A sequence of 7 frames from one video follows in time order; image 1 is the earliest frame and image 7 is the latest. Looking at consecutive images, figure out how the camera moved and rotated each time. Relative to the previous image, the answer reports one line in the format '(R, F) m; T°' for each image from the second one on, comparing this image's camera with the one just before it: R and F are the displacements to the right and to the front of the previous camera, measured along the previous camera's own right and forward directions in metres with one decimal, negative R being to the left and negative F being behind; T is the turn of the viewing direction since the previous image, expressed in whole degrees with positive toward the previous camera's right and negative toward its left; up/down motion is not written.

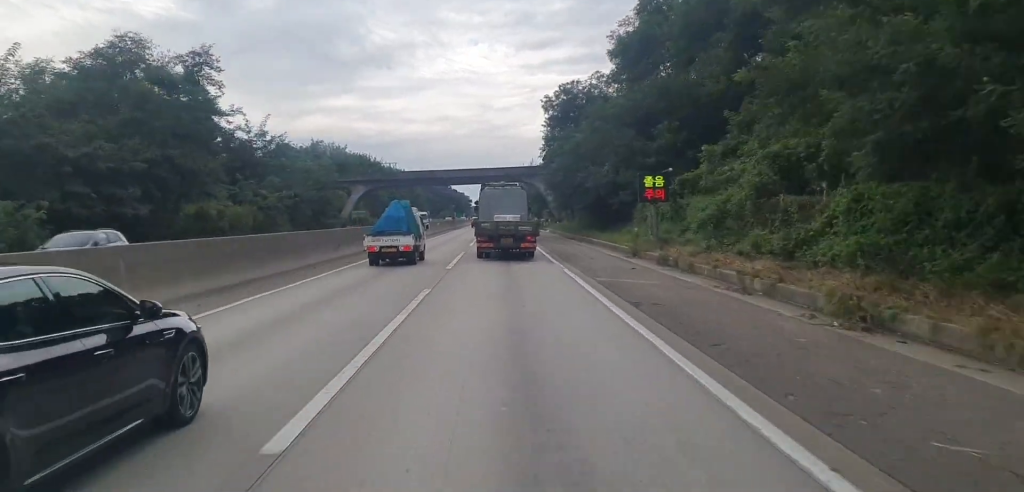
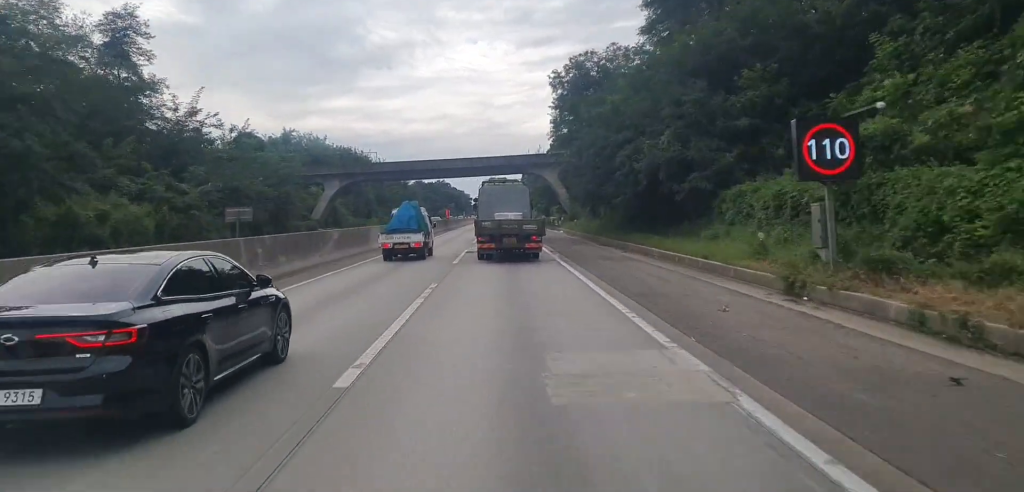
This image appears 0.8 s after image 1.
(-0.2, +17.5) m; -1°
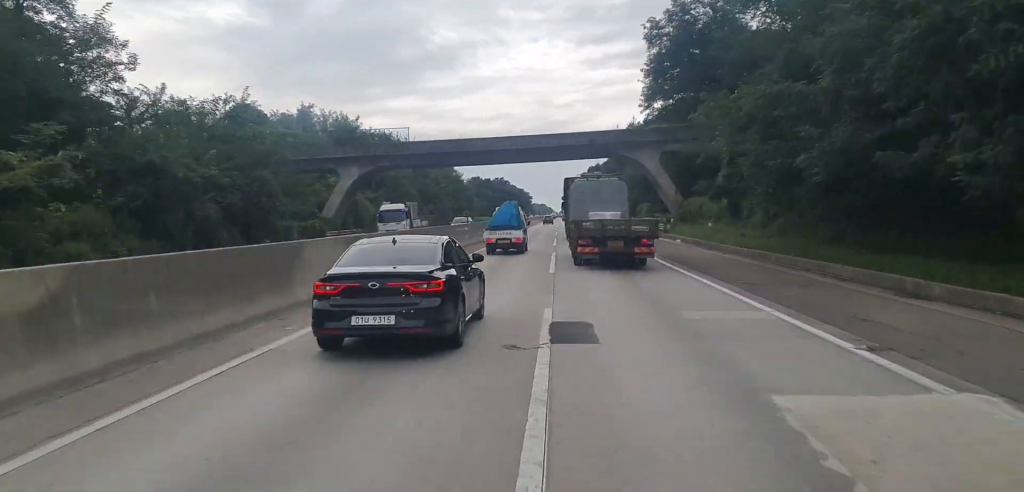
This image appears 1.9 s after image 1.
(-0.2, +20.5) m; -1°
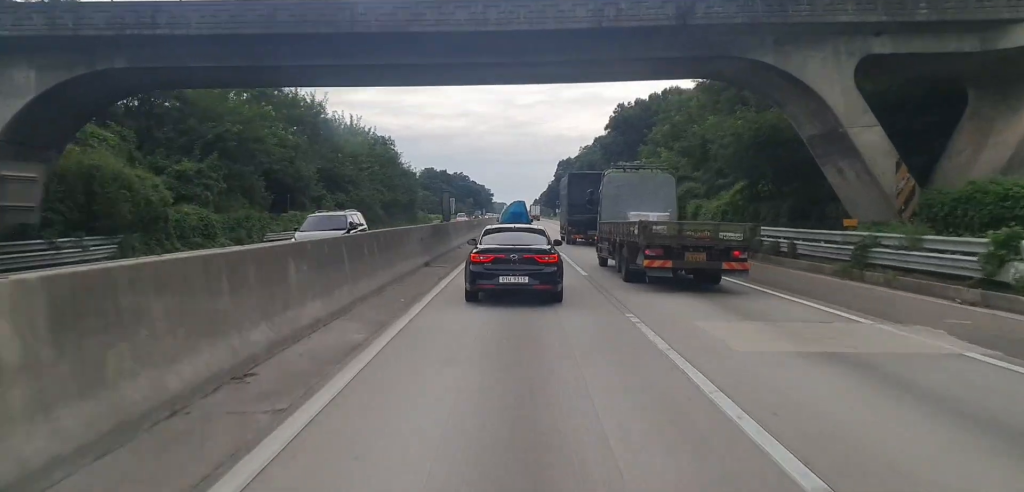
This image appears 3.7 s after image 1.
(-0.3, +37.0) m; +1°
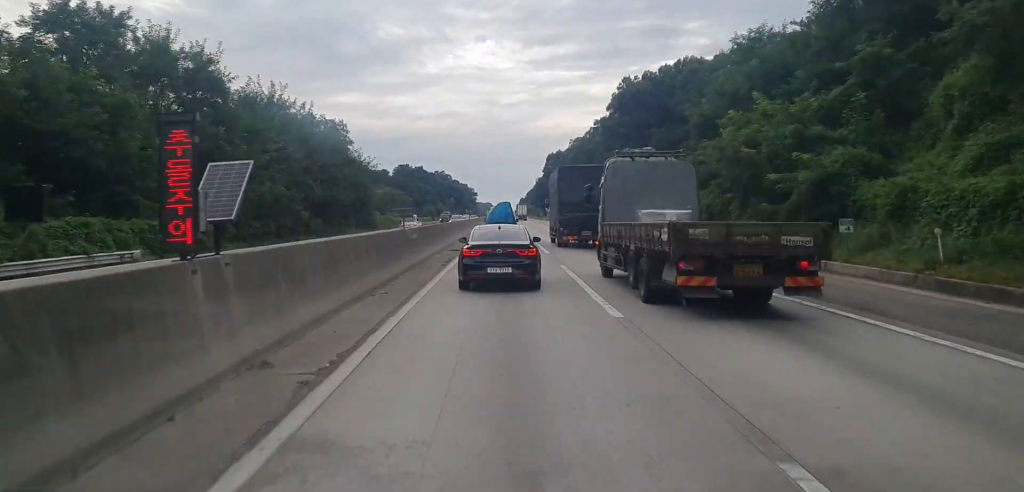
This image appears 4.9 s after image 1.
(+0.5, +27.7) m; +2°
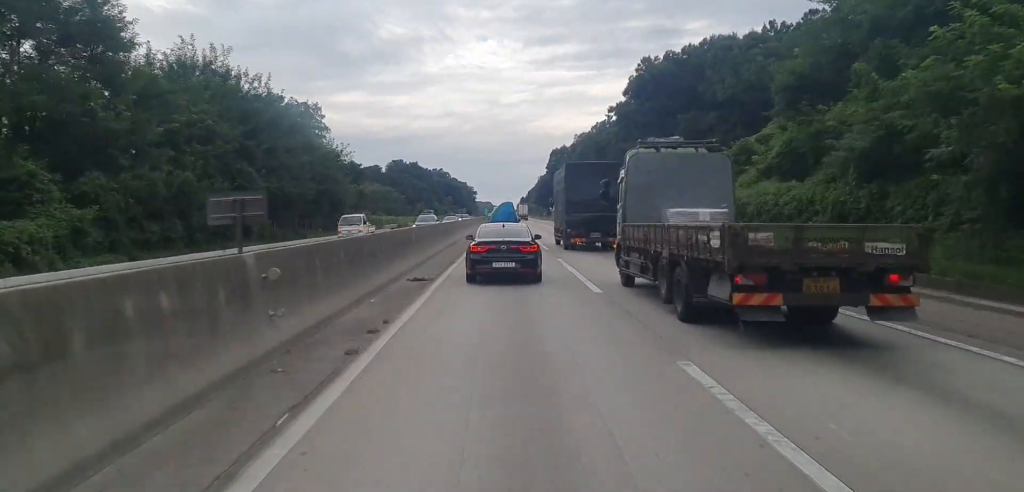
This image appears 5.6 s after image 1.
(+0.2, +16.8) m; 0°
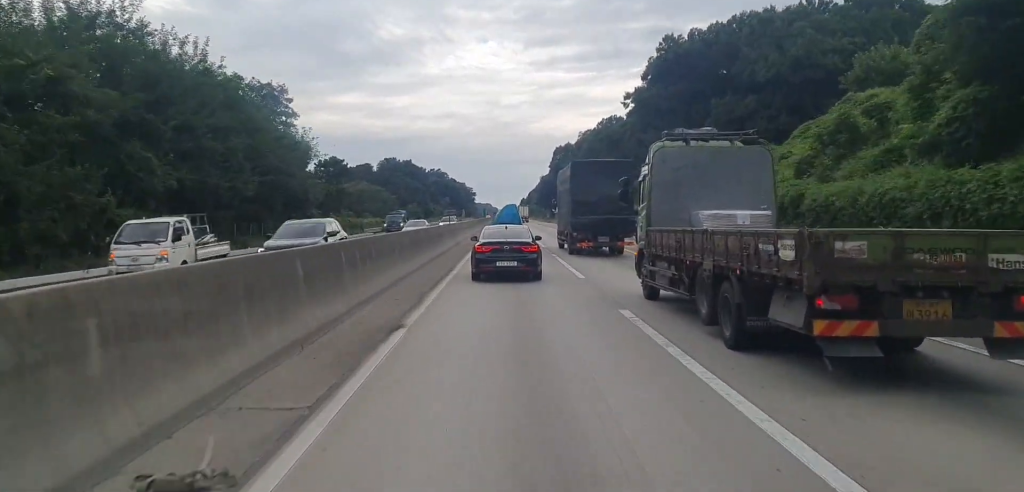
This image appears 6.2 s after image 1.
(+0.1, +16.5) m; 0°
